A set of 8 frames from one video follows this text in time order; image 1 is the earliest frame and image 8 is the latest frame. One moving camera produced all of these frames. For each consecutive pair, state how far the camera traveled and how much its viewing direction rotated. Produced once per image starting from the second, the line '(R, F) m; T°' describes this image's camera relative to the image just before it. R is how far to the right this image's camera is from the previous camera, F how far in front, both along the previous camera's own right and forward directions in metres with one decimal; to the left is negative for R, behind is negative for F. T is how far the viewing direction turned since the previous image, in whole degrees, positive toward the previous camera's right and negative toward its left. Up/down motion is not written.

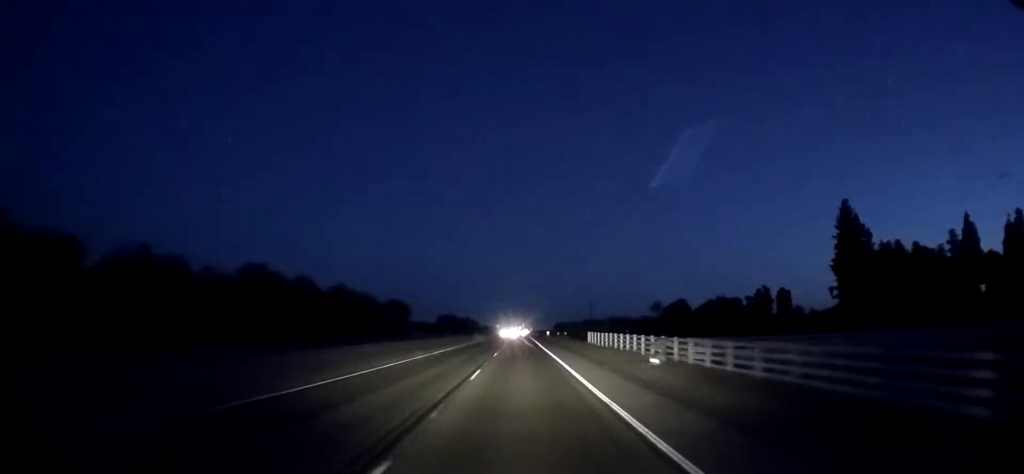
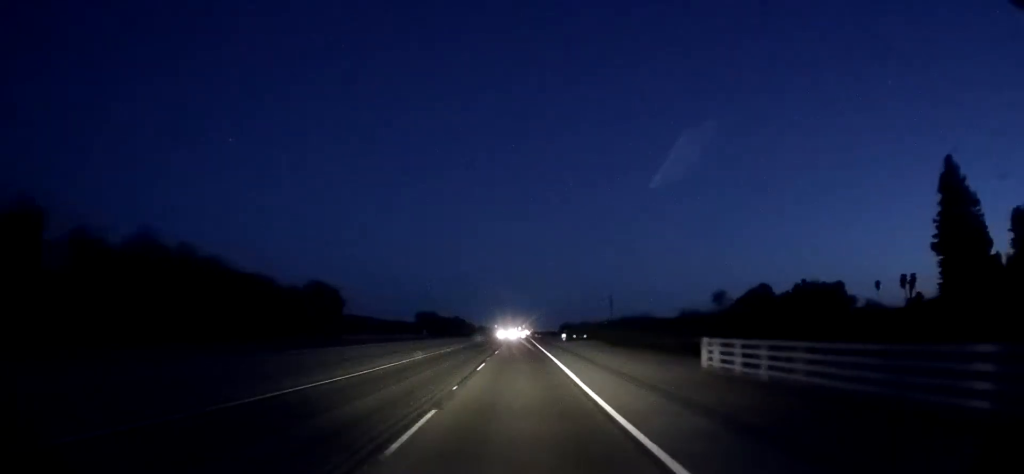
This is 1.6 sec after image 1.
(0.0, +39.2) m; 0°
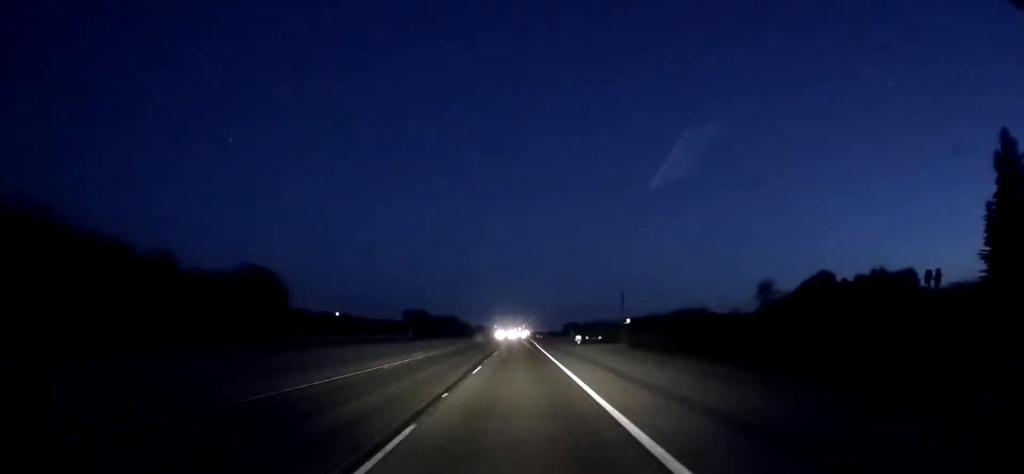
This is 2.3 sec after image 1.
(0.0, +16.3) m; 0°
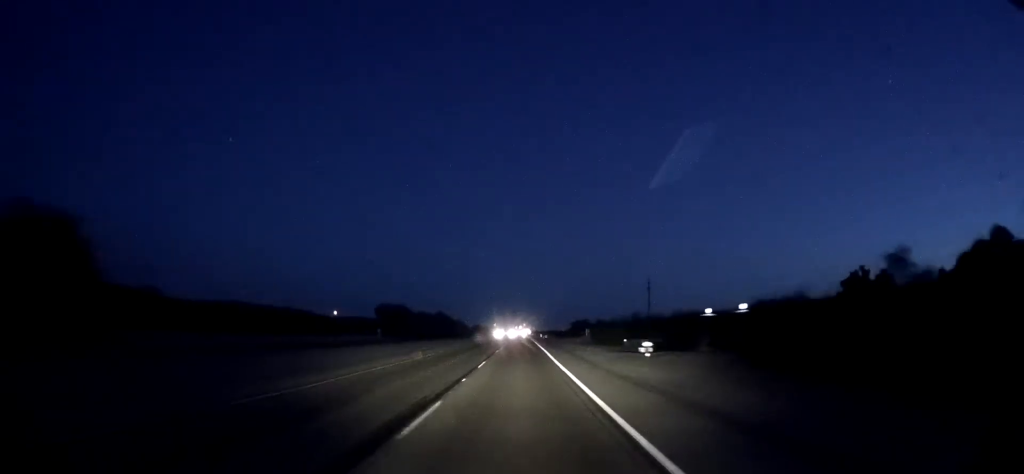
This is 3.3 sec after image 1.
(0.0, +26.1) m; 0°
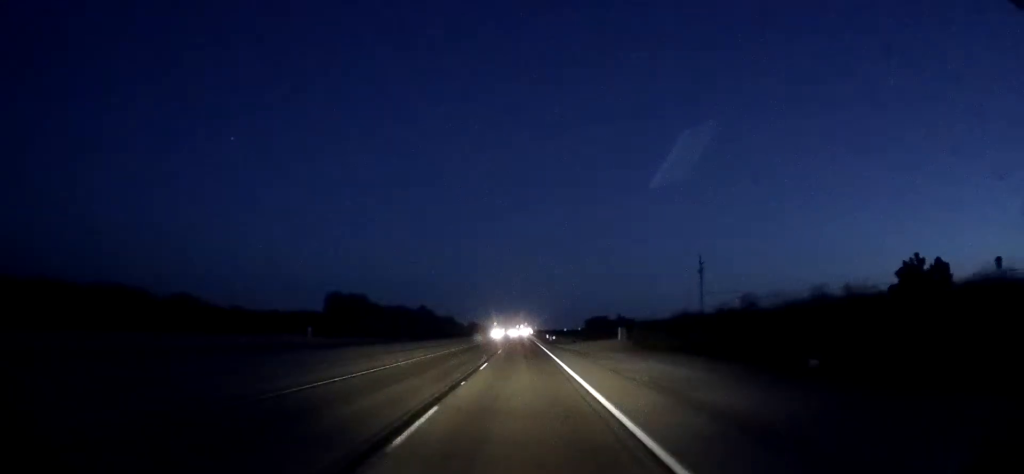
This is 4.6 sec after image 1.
(0.0, +30.0) m; 0°
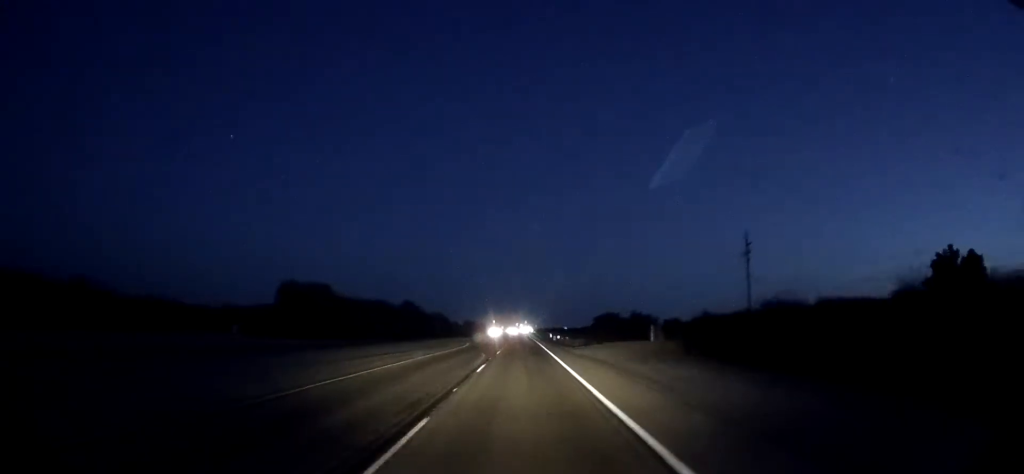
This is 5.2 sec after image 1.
(0.0, +16.2) m; 0°
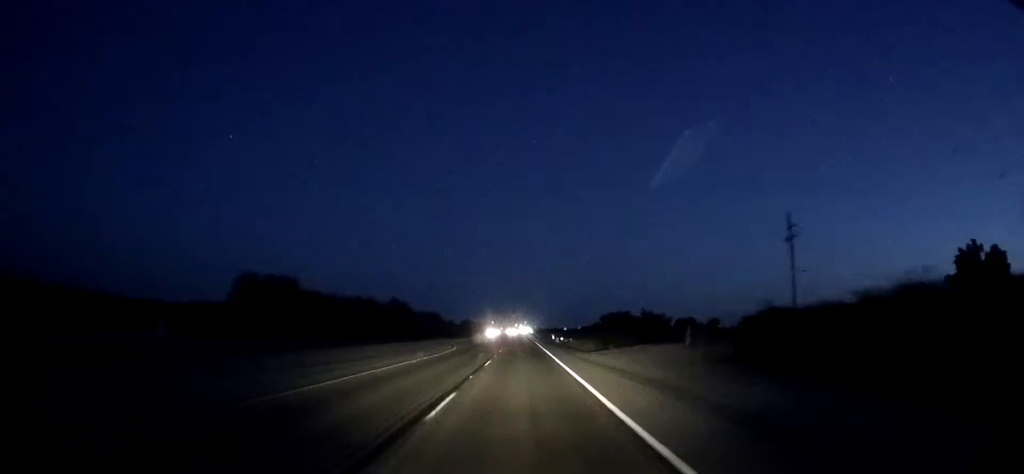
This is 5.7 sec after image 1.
(0.0, +10.5) m; -1°
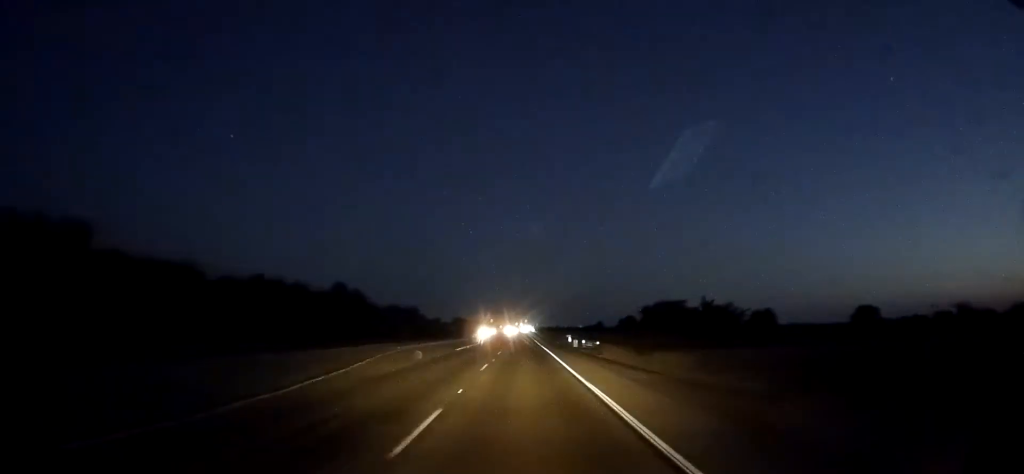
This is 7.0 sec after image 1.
(-0.6, +32.0) m; -1°
